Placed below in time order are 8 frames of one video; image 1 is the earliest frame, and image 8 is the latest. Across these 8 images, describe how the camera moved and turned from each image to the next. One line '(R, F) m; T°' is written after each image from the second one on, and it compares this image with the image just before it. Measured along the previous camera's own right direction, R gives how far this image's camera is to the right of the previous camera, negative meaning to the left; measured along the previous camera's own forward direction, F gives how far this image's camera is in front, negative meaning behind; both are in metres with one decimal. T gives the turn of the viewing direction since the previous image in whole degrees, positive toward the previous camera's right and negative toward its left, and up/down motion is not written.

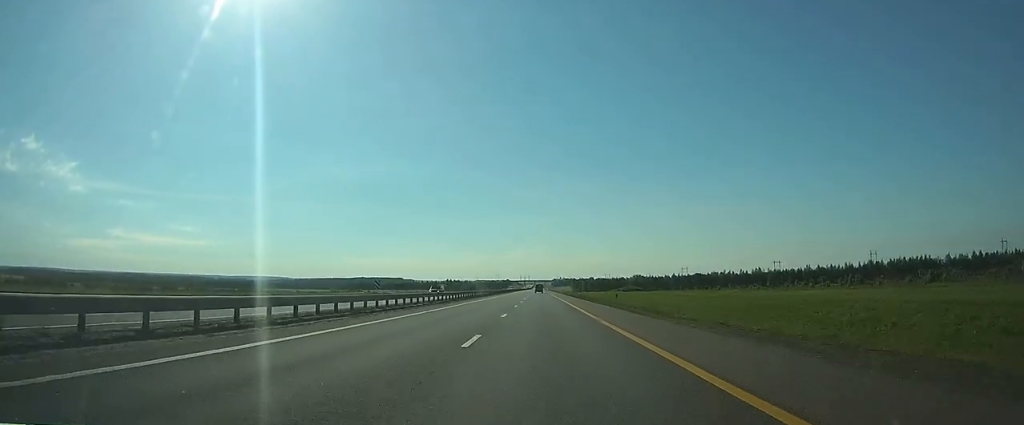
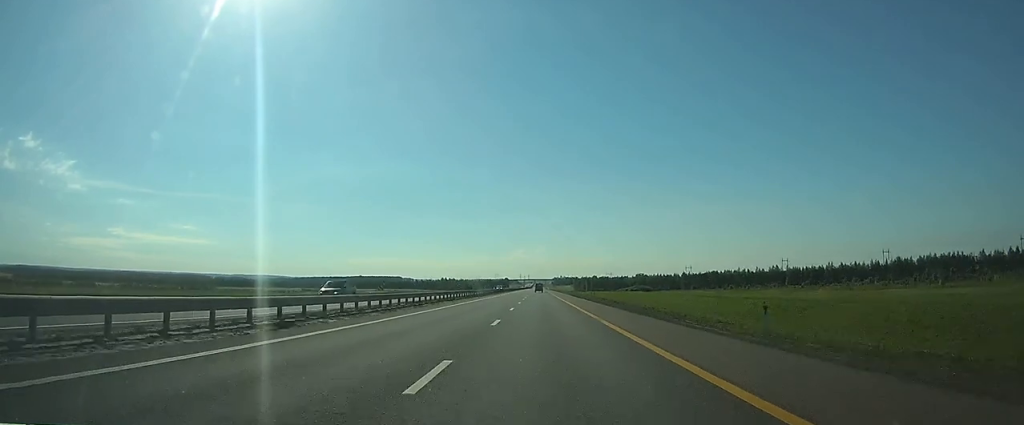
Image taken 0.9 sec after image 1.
(0.0, +28.7) m; 0°
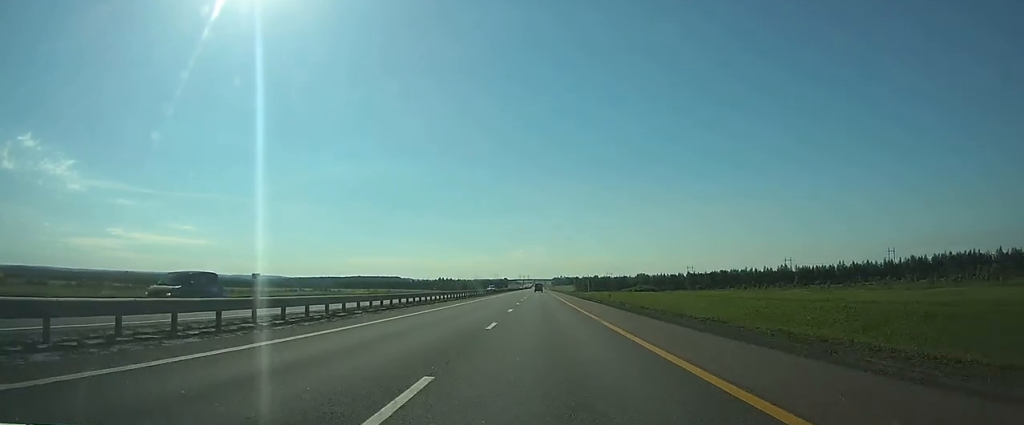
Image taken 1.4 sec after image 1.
(0.0, +13.3) m; 0°
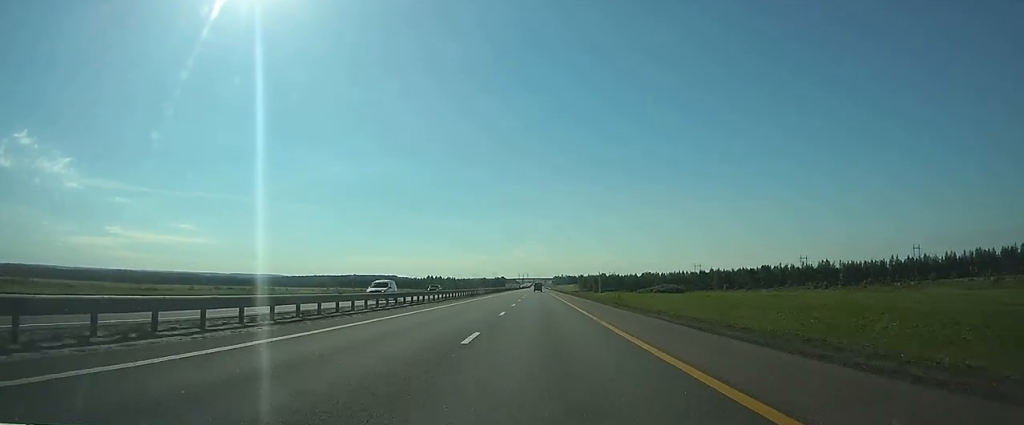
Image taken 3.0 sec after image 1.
(-0.1, +51.5) m; 0°
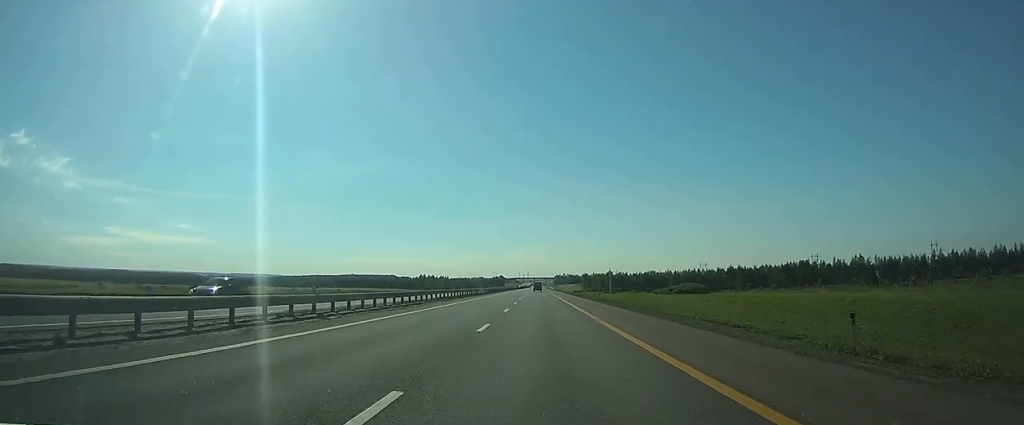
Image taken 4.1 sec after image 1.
(0.0, +32.1) m; 0°
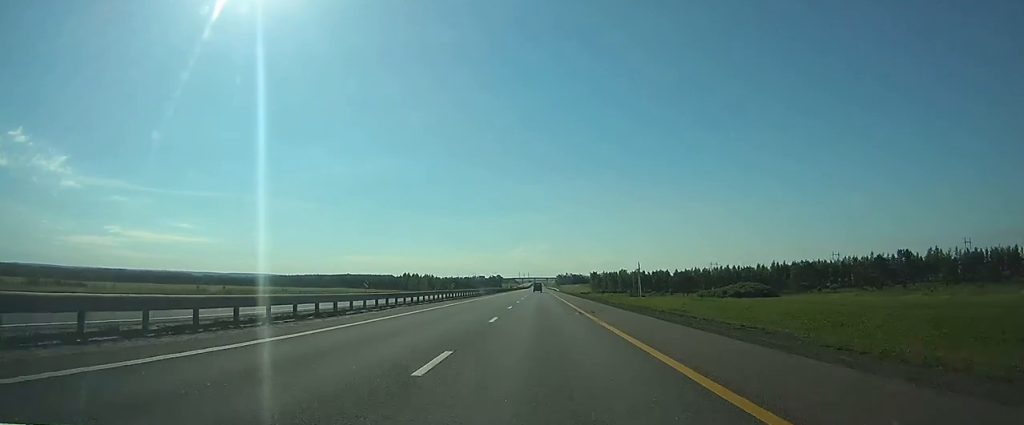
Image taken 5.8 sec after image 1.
(-0.2, +55.3) m; 0°
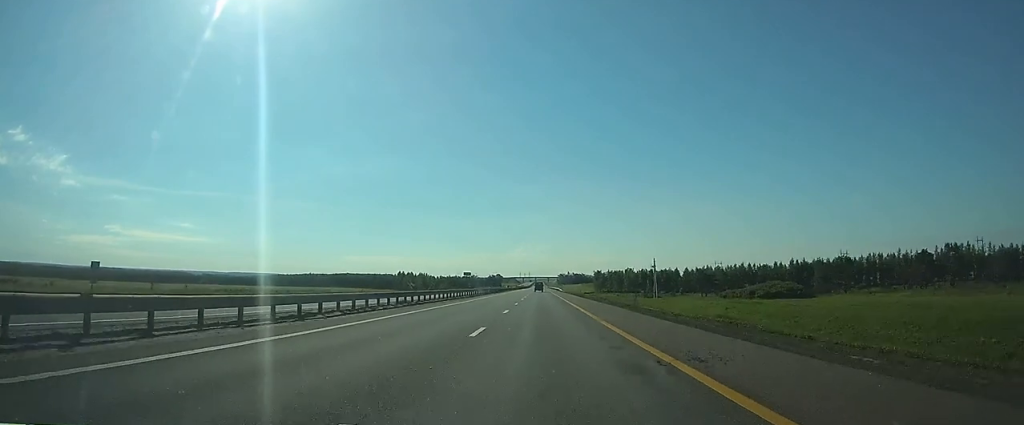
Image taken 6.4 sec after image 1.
(0.0, +17.8) m; 0°
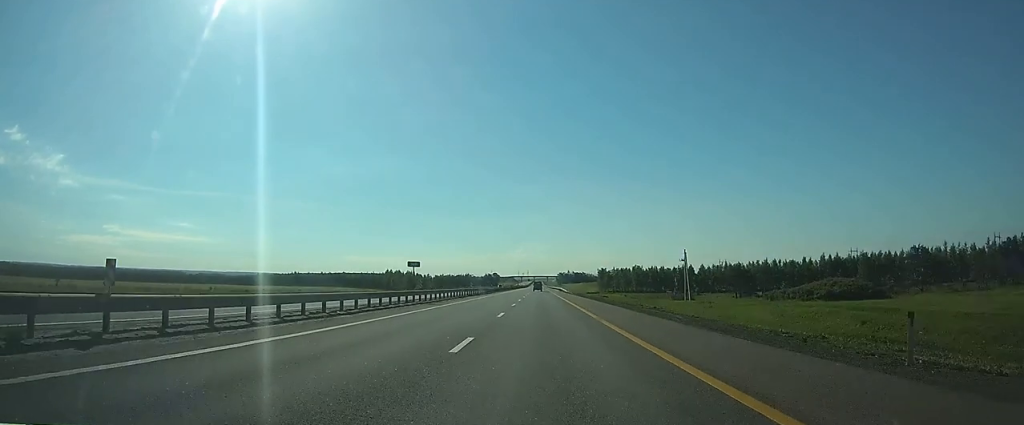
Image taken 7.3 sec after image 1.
(0.0, +27.2) m; 0°
